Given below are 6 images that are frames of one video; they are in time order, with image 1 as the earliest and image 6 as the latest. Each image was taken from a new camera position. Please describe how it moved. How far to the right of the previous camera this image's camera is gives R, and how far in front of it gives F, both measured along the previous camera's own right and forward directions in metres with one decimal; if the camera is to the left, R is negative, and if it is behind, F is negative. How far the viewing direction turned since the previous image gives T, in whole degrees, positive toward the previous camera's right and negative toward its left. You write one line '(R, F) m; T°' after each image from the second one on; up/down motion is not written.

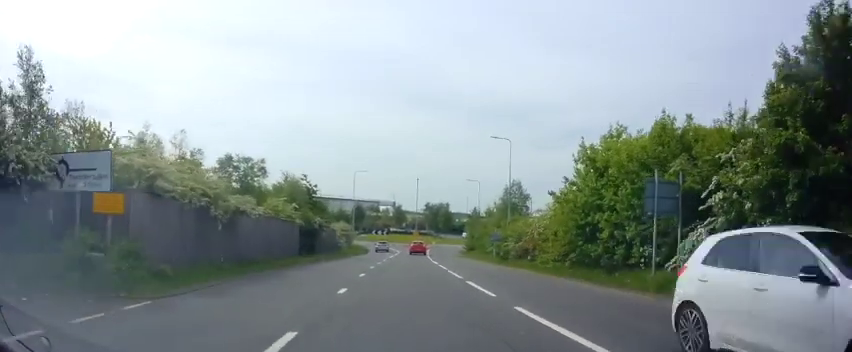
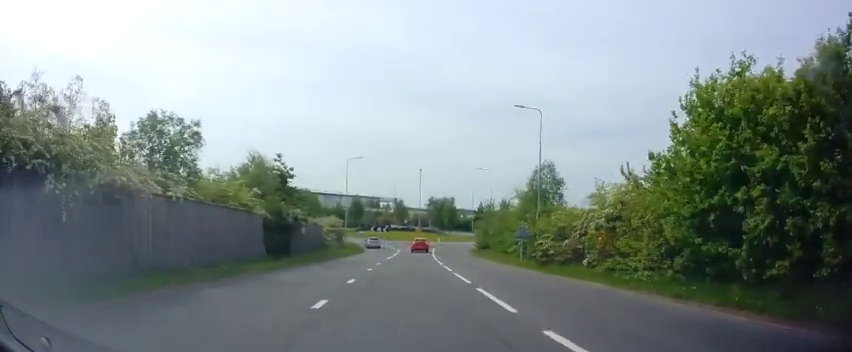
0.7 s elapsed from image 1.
(-0.2, +8.7) m; -1°
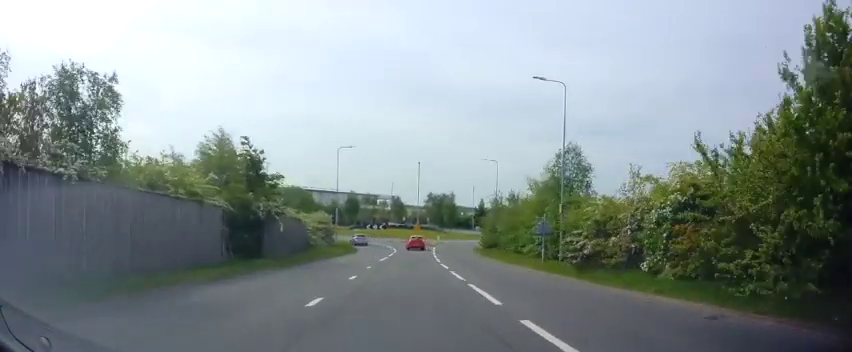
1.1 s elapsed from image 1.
(0.0, +5.3) m; 0°
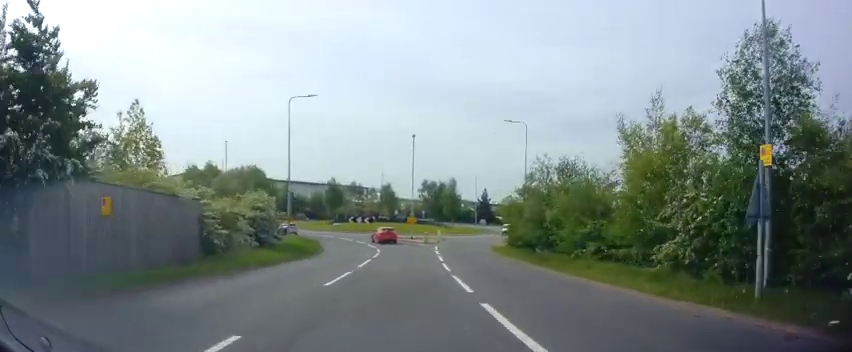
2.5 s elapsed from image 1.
(+0.3, +16.9) m; +1°
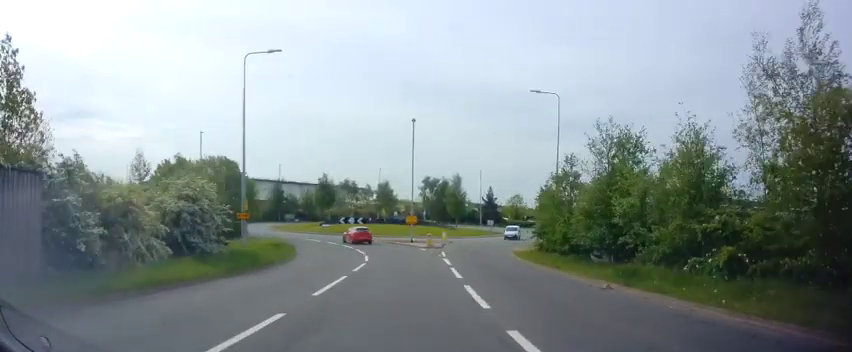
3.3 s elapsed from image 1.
(-0.1, +8.6) m; -1°
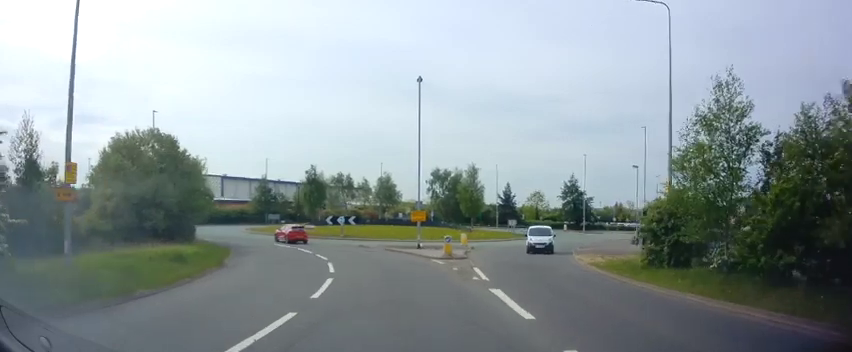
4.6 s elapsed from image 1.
(-0.2, +13.6) m; -1°
